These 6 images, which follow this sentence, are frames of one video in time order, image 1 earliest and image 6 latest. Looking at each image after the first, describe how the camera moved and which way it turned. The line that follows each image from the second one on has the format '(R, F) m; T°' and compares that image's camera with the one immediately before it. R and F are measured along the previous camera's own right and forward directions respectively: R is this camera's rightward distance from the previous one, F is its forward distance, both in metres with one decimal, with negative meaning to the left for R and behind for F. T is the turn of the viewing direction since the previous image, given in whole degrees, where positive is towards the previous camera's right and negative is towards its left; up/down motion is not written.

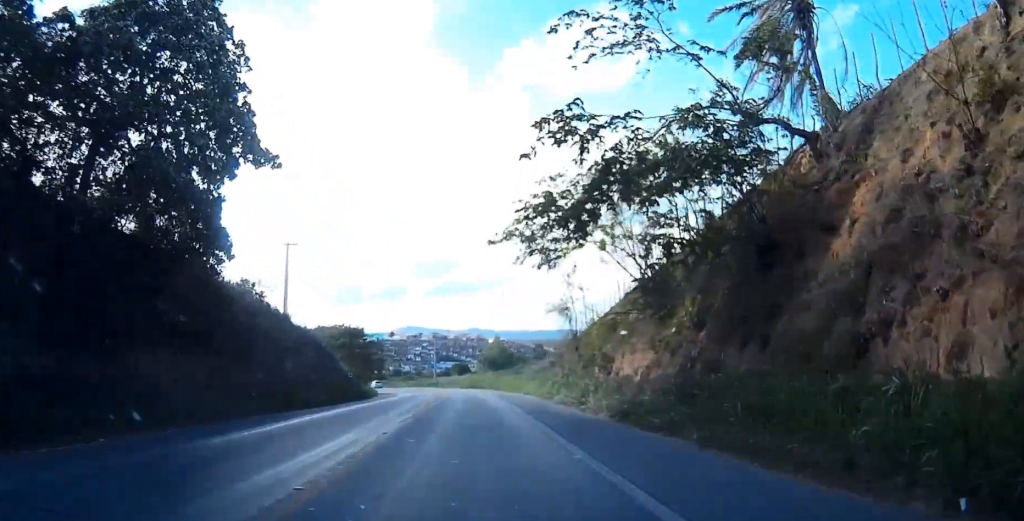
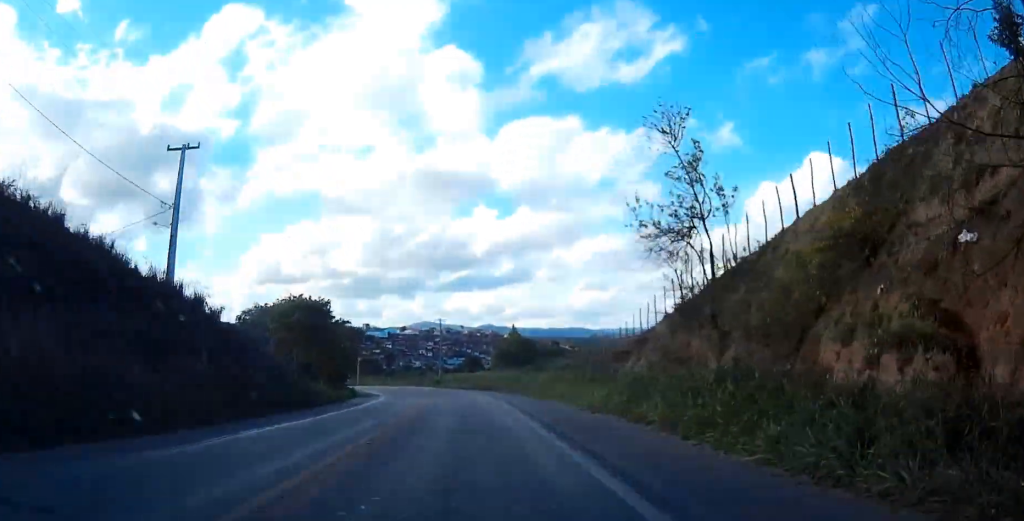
(-0.4, +26.2) m; -1°
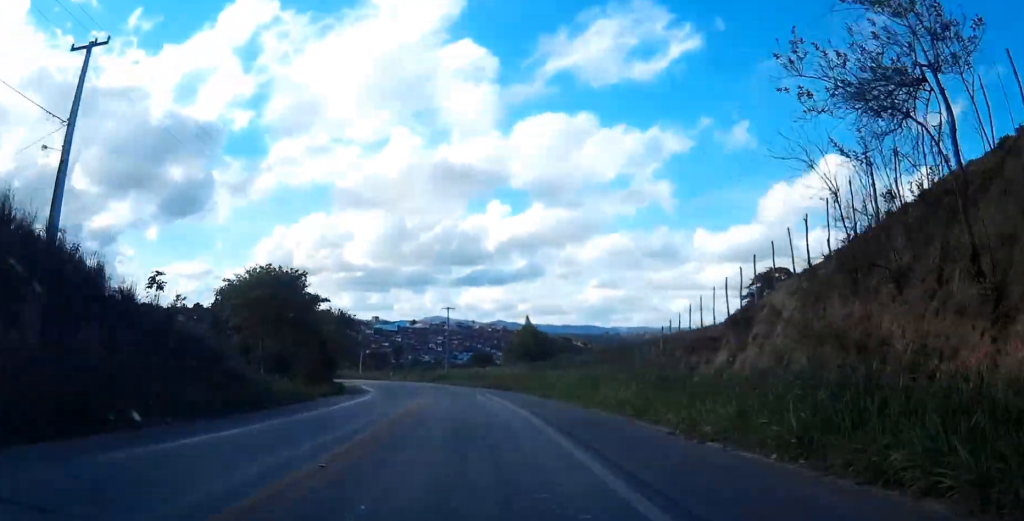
(-0.1, +12.4) m; -1°
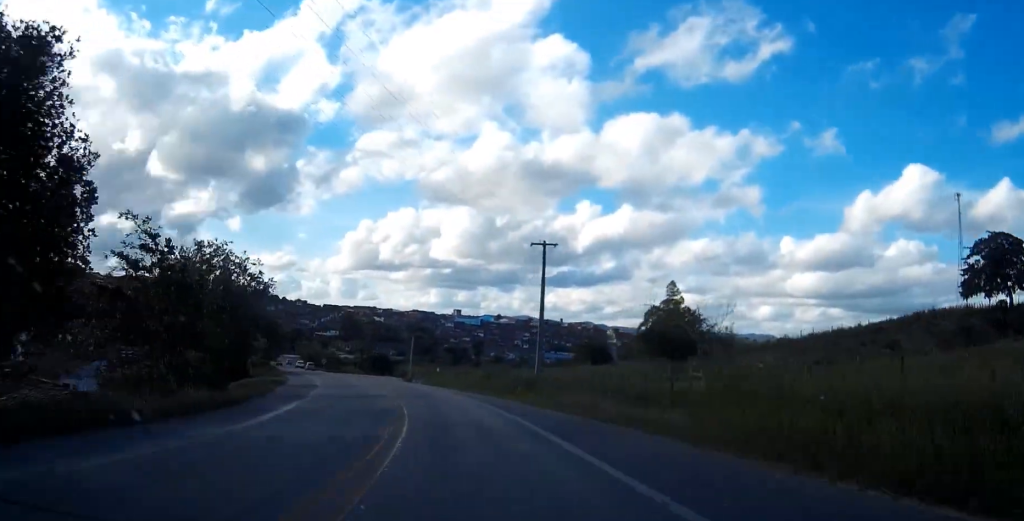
(-1.8, +54.3) m; -5°
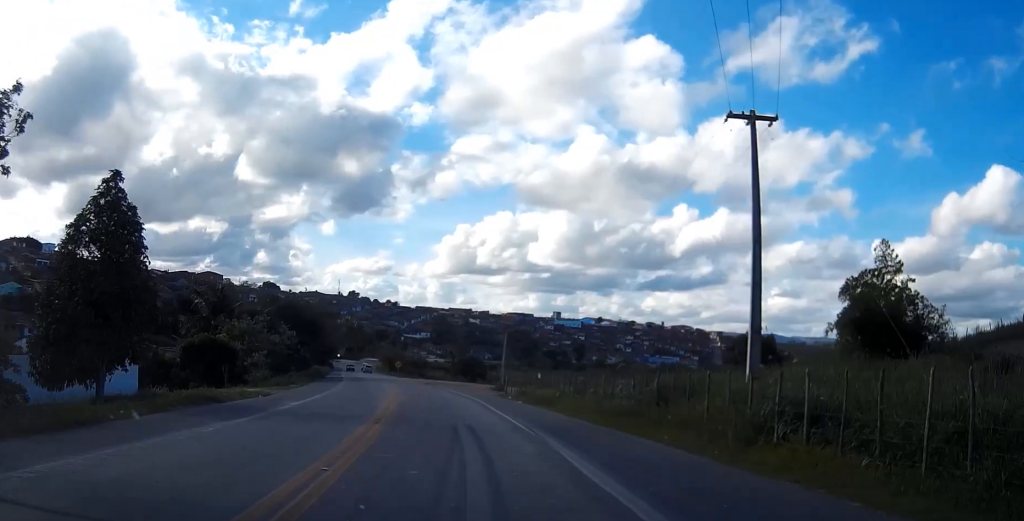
(-1.1, +29.3) m; -5°
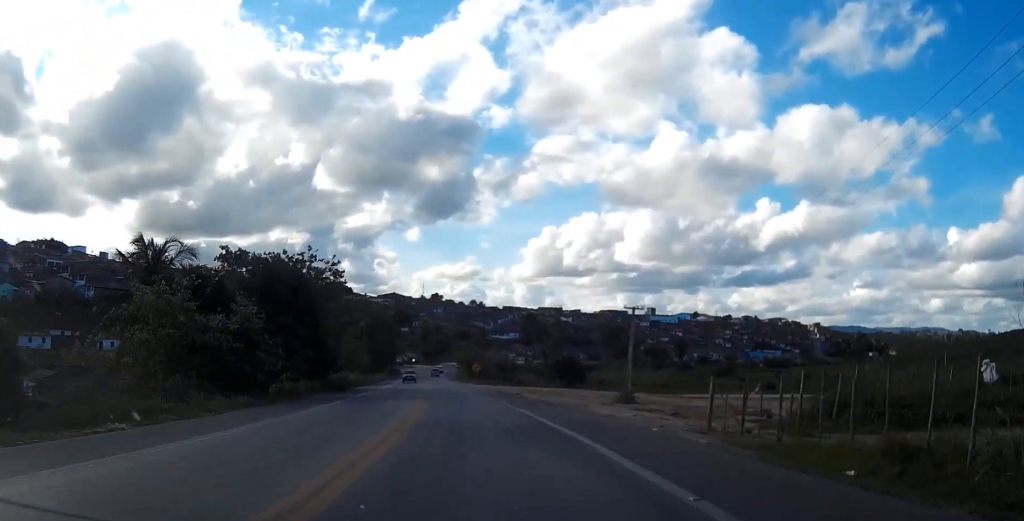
(-2.6, +34.8) m; -7°
